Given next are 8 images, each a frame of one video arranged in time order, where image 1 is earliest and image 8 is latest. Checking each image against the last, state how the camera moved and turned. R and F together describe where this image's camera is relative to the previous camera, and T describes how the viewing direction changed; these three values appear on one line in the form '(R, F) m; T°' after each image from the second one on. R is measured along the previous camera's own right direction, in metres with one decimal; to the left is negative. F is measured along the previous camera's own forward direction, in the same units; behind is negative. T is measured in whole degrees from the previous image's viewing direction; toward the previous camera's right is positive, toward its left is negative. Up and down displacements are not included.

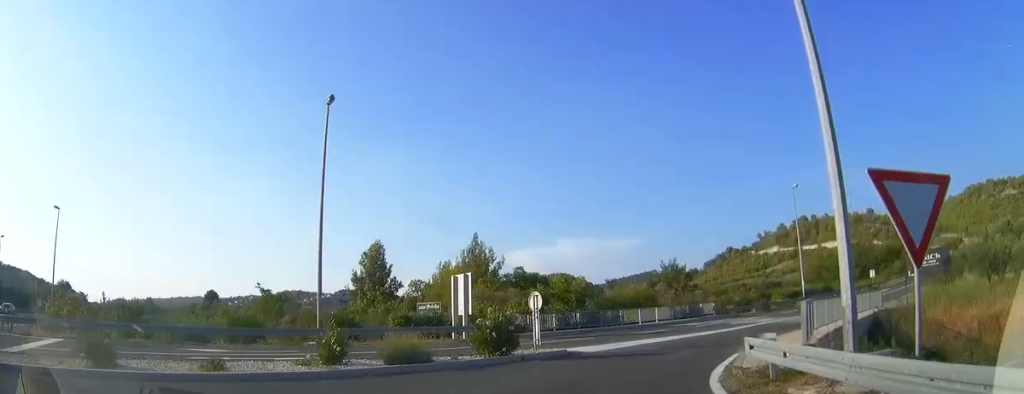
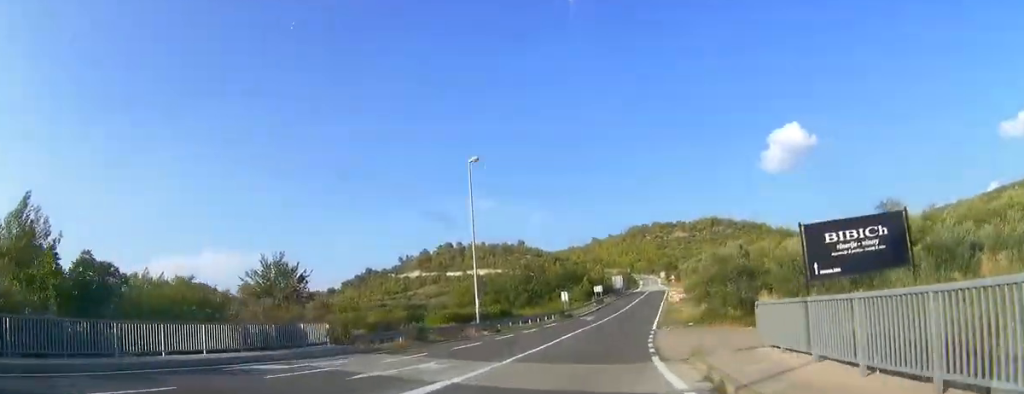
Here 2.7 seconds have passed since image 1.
(+3.7, +13.9) m; +26°
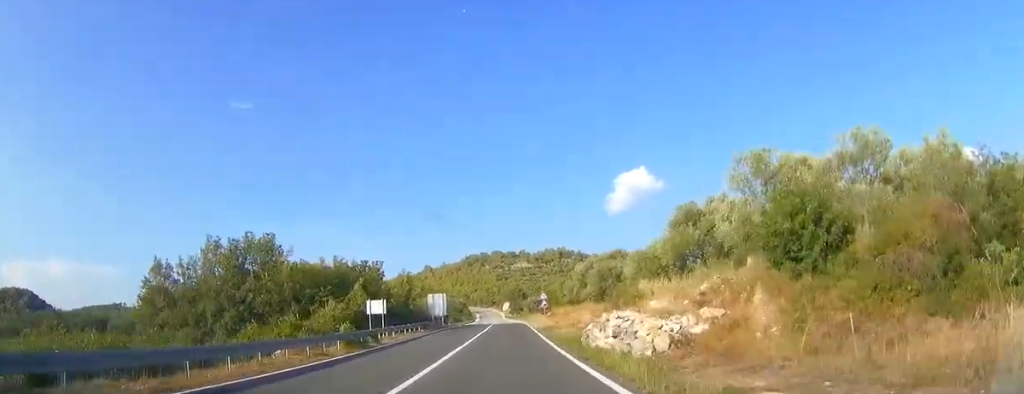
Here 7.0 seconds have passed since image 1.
(+9.9, +41.1) m; +18°
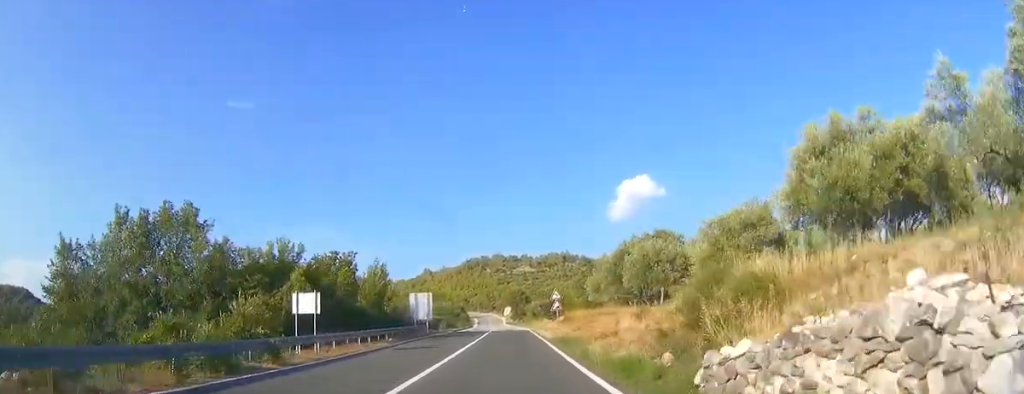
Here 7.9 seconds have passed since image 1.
(+0.1, +13.0) m; +1°
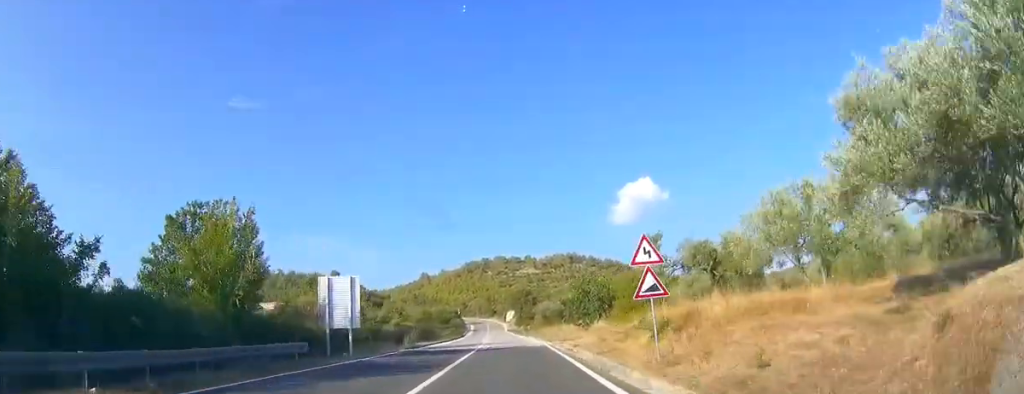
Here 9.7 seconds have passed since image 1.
(+0.3, +26.3) m; 0°
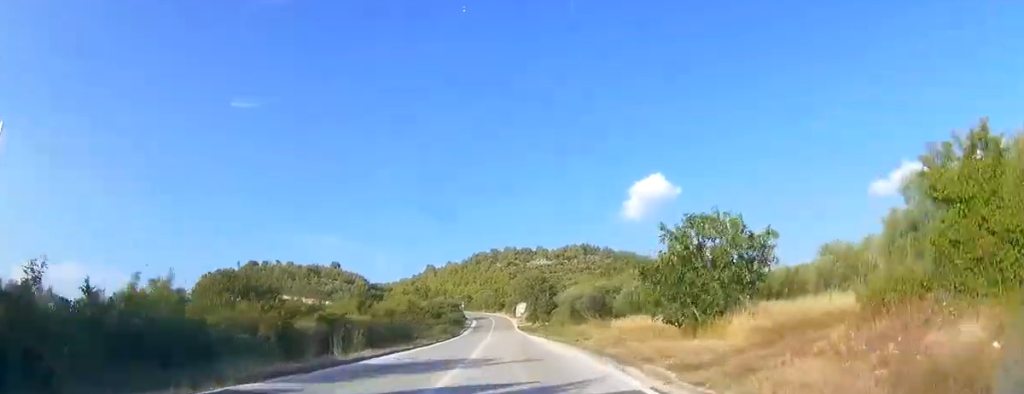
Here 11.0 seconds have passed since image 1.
(-0.2, +21.7) m; -1°
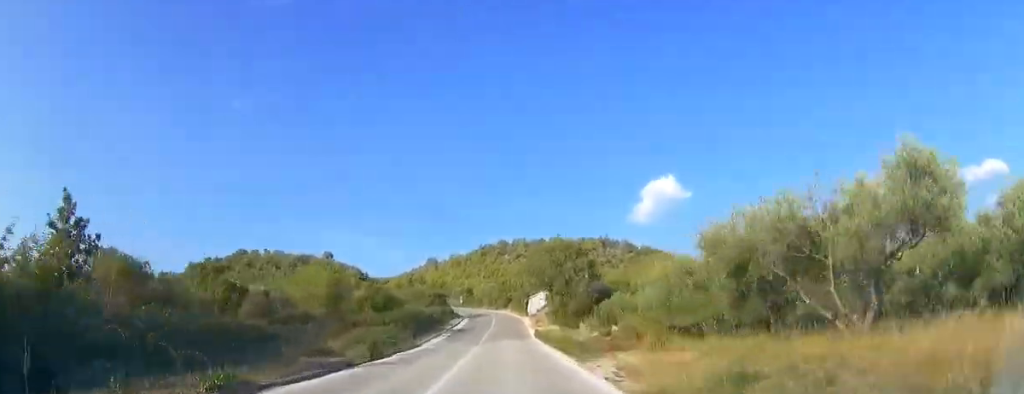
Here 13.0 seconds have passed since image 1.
(-0.3, +33.5) m; -1°
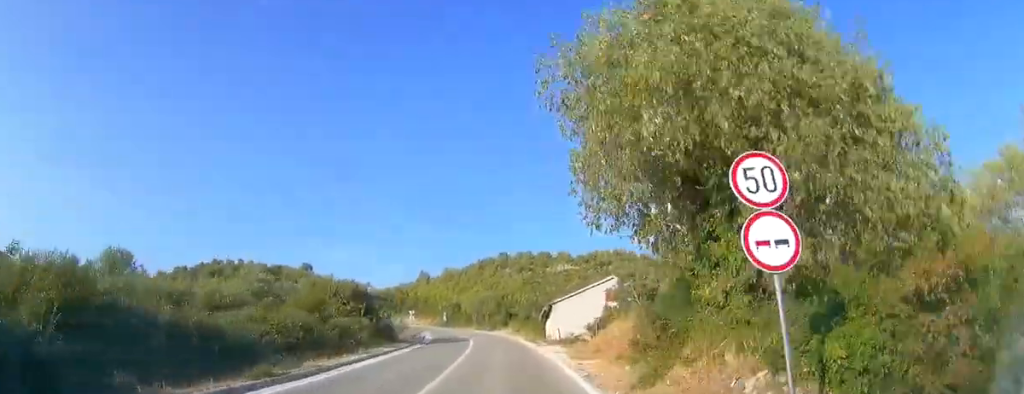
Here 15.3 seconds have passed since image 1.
(-0.1, +39.0) m; -1°
